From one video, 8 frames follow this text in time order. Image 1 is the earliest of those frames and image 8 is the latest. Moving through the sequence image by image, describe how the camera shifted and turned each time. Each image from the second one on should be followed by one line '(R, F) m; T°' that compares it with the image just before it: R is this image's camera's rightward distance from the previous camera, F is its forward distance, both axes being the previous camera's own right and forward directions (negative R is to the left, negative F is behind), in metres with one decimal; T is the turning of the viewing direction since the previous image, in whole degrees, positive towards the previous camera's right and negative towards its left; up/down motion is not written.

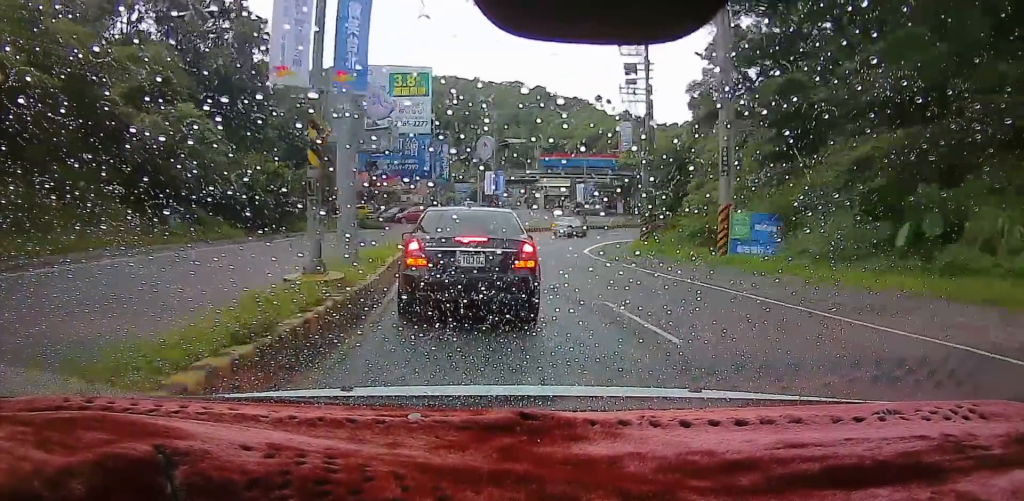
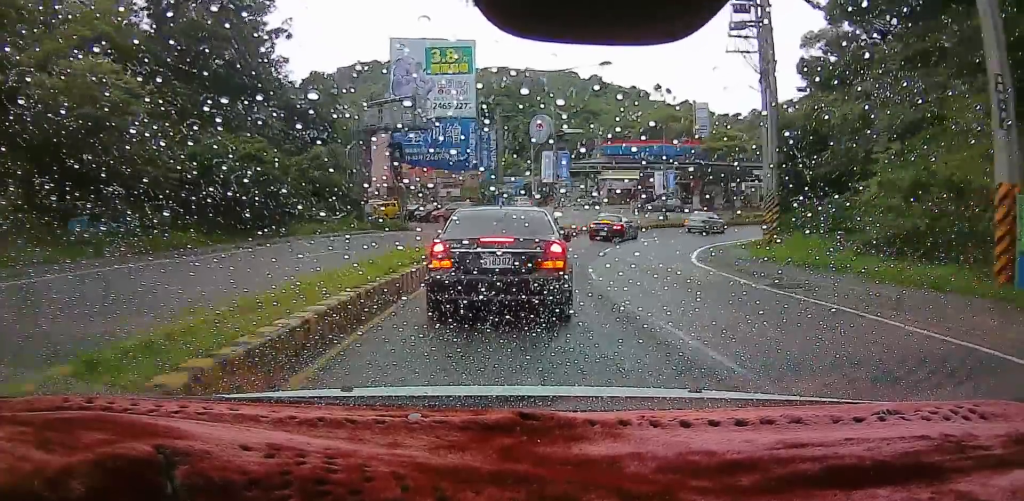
(0.0, +11.9) m; 0°
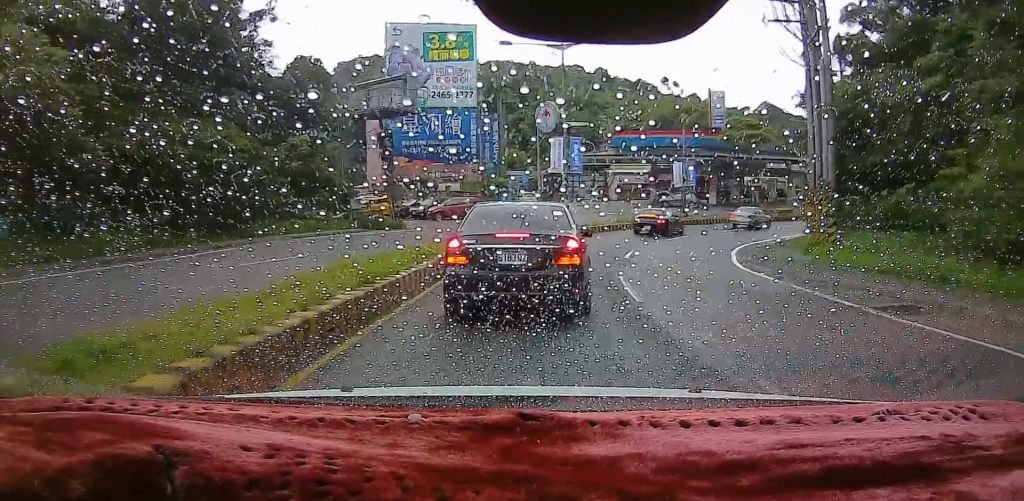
(0.0, +4.8) m; 0°
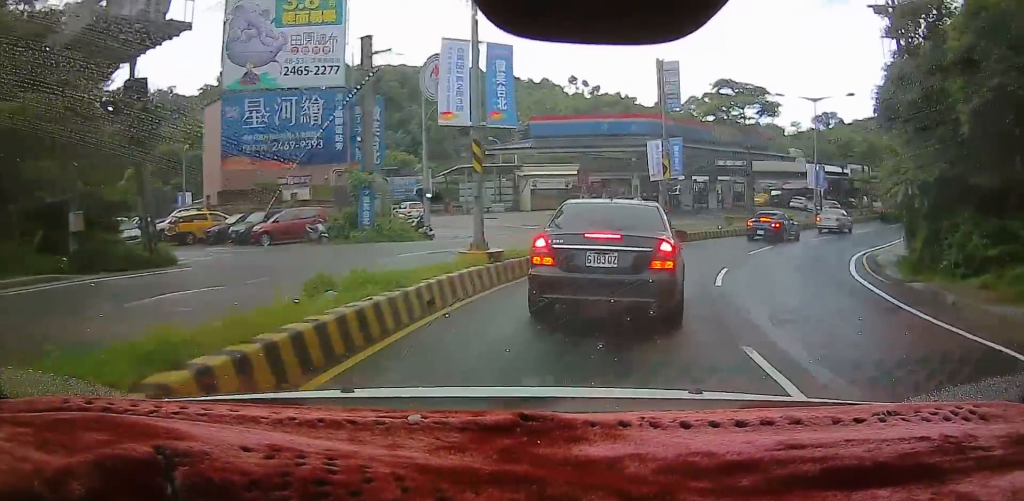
(0.0, +18.1) m; +2°
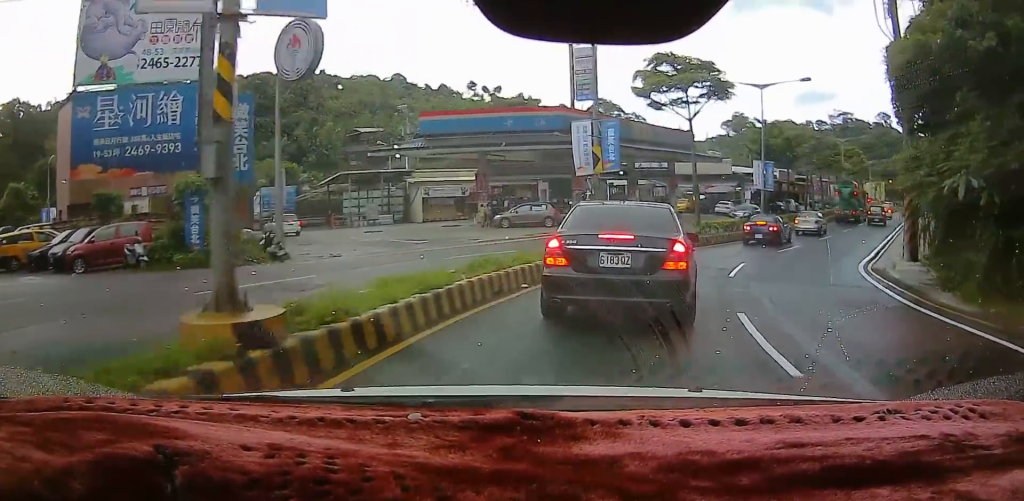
(+0.2, +7.6) m; +6°
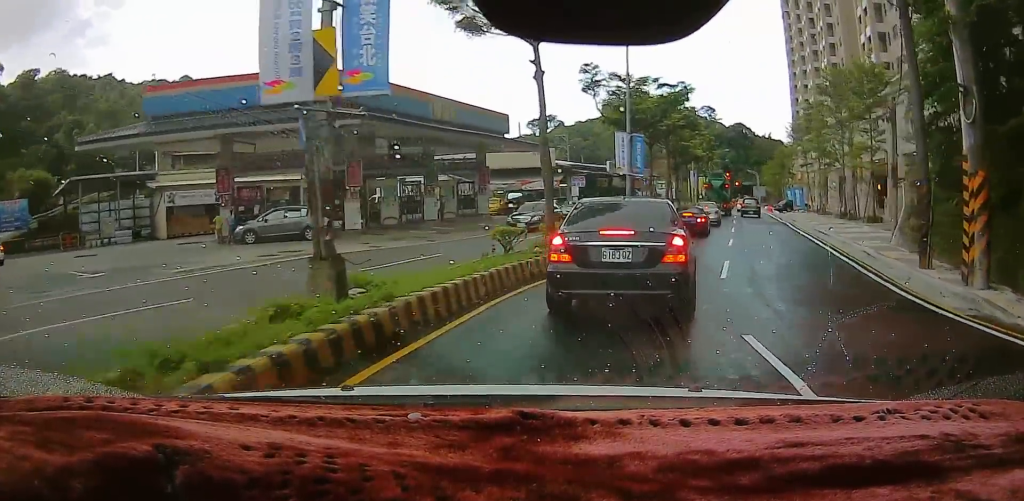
(+1.5, +12.8) m; +16°
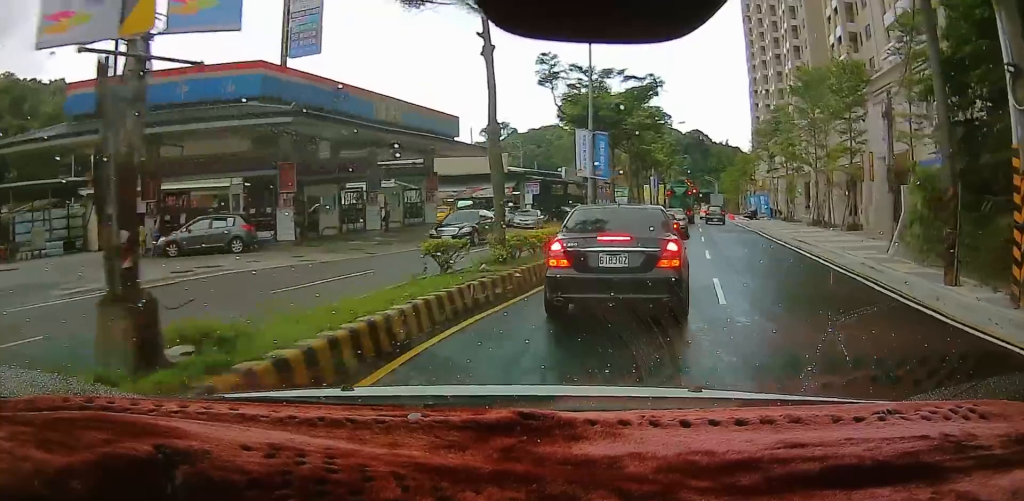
(+0.5, +2.9) m; +6°
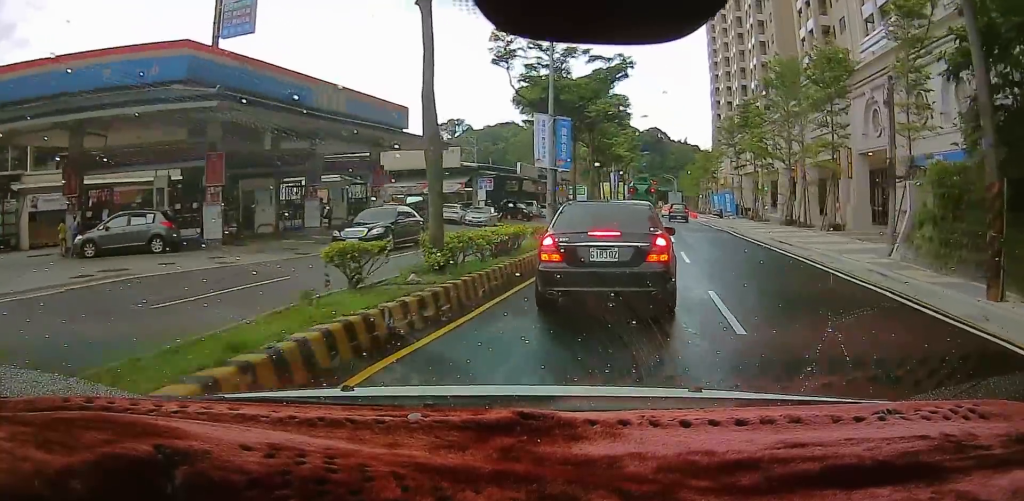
(+0.2, +2.7) m; +6°
